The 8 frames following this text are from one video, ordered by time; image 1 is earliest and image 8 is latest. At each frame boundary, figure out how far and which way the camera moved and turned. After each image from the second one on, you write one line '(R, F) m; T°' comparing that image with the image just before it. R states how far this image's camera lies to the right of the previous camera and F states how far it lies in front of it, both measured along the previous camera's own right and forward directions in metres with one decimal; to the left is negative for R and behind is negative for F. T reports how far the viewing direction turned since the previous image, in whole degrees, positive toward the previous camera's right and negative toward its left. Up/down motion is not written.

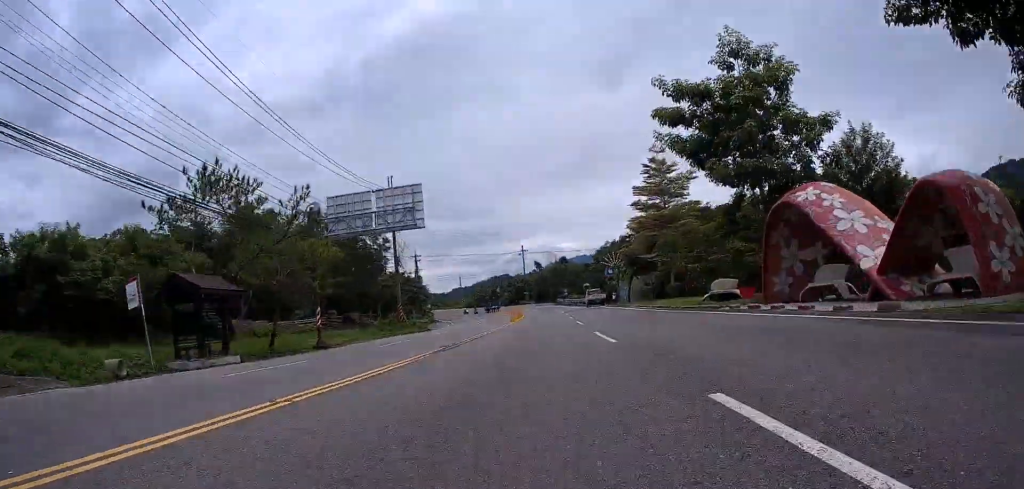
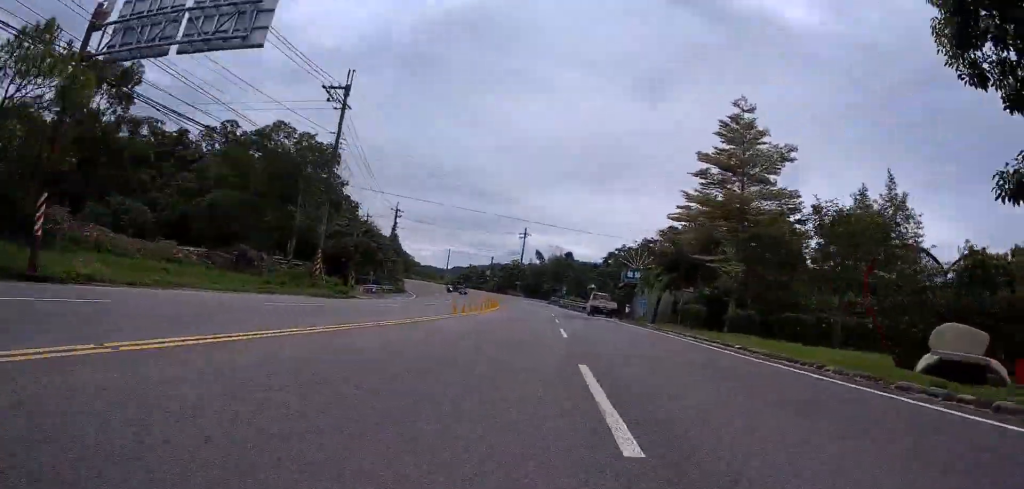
(+1.1, +16.2) m; +4°
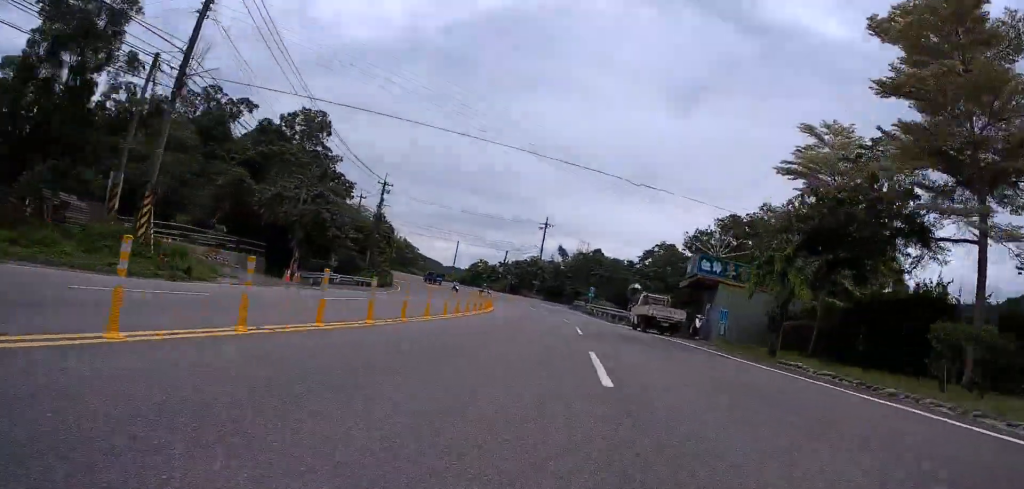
(+0.1, +17.4) m; 0°
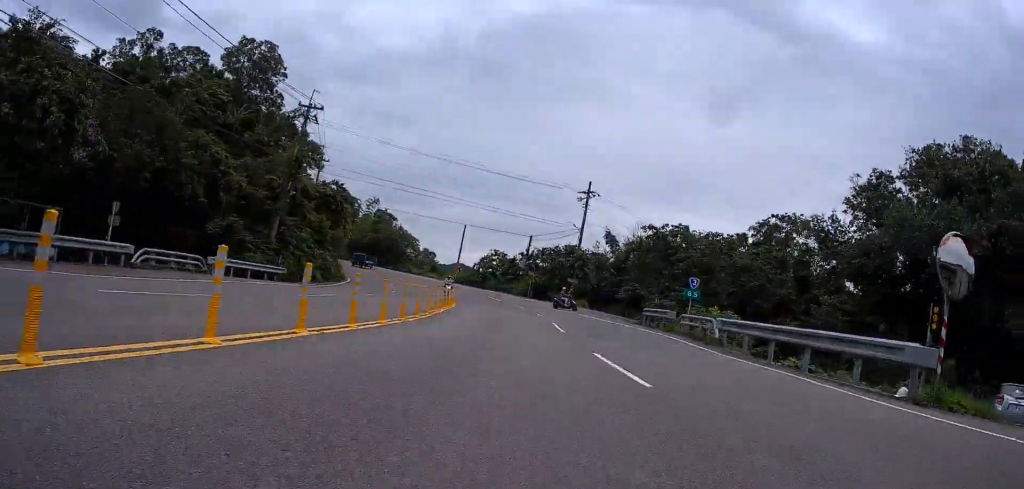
(-0.2, +30.2) m; -2°
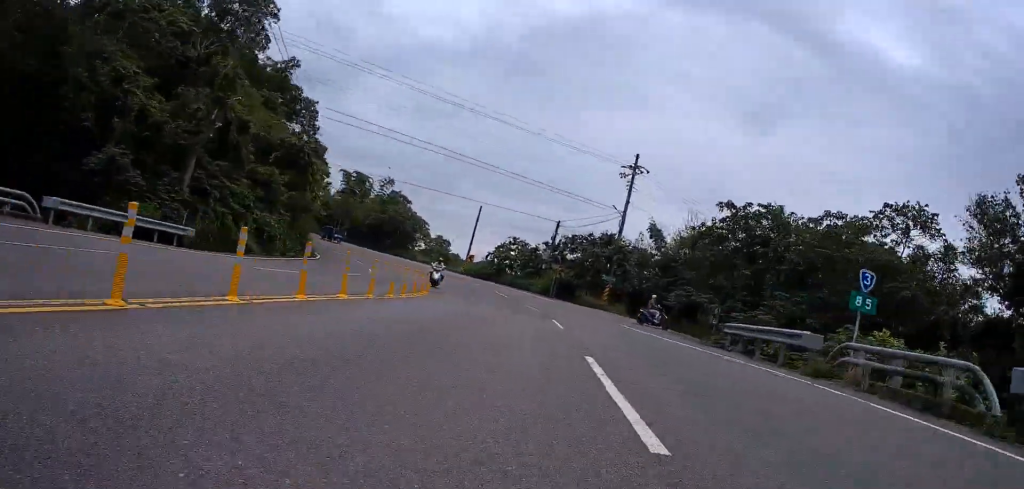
(-0.4, +12.9) m; -1°
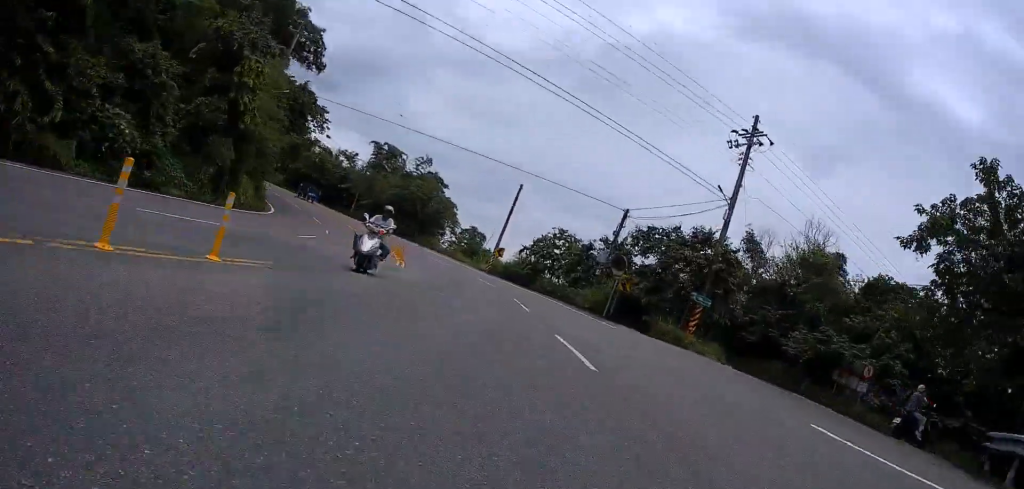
(-0.2, +16.3) m; -5°
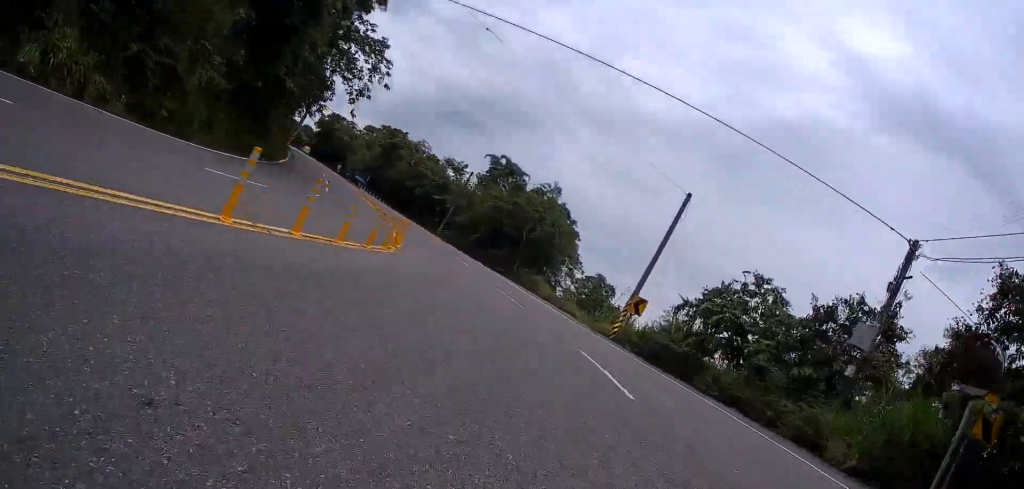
(-1.9, +20.3) m; -10°
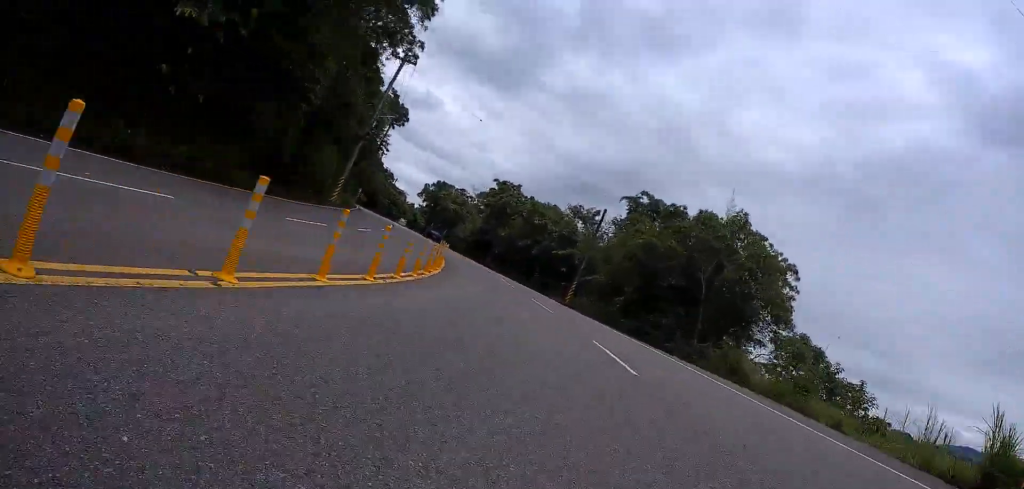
(-1.2, +18.6) m; -13°
